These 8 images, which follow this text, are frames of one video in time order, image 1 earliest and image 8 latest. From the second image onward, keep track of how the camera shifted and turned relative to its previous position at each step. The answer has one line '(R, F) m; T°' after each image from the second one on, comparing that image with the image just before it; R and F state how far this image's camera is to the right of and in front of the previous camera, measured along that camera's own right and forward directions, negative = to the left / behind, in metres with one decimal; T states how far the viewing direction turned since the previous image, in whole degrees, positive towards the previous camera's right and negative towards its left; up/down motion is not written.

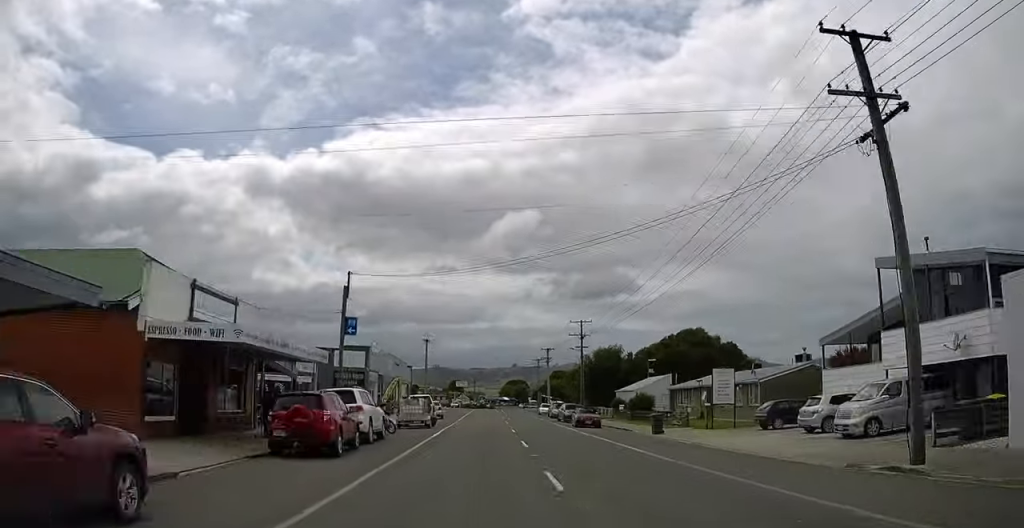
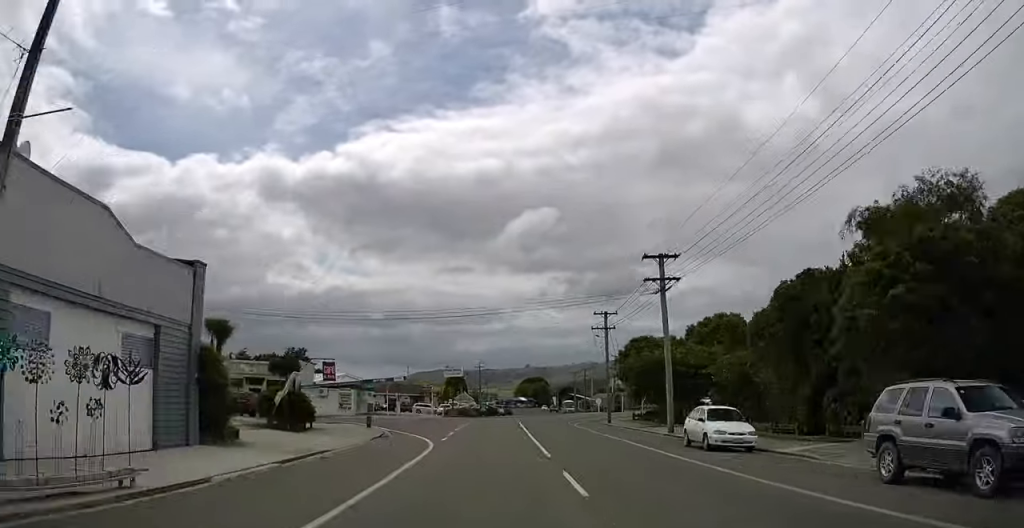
(-0.5, +56.7) m; +3°
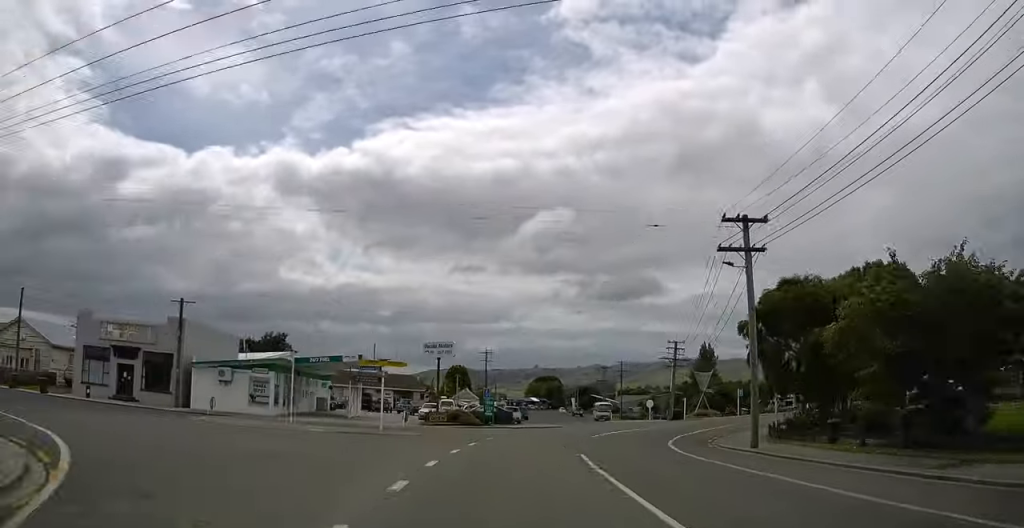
(-0.9, +27.7) m; +9°
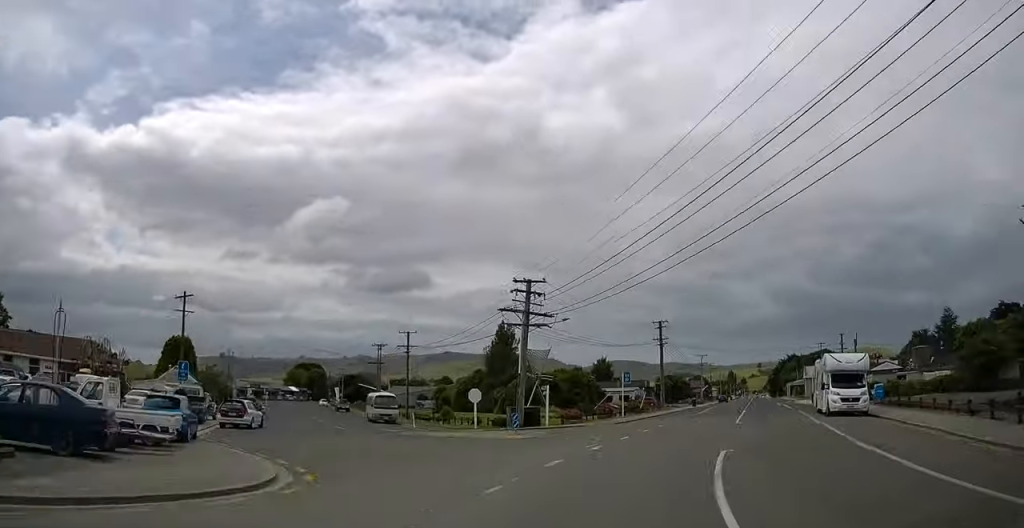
(+6.3, +34.6) m; +18°
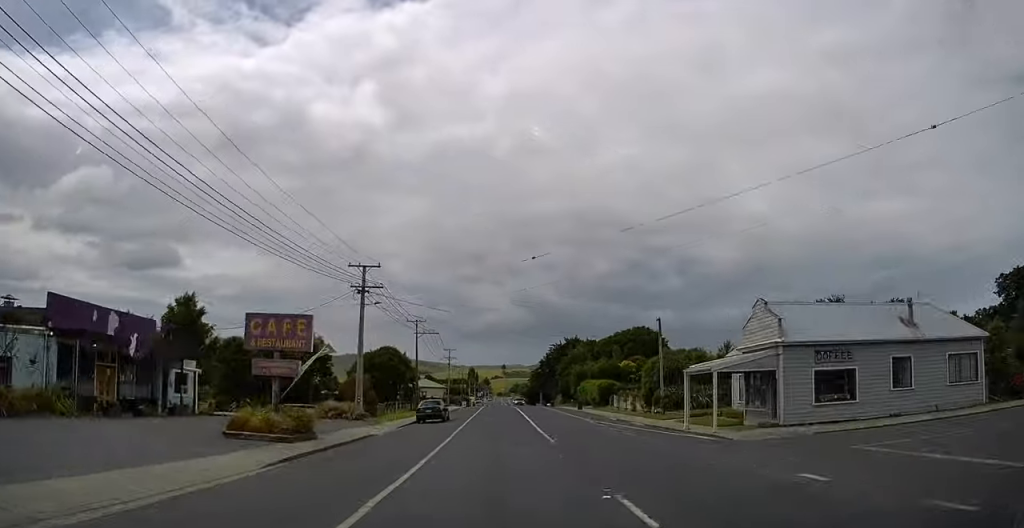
(+20.1, +90.8) m; +13°
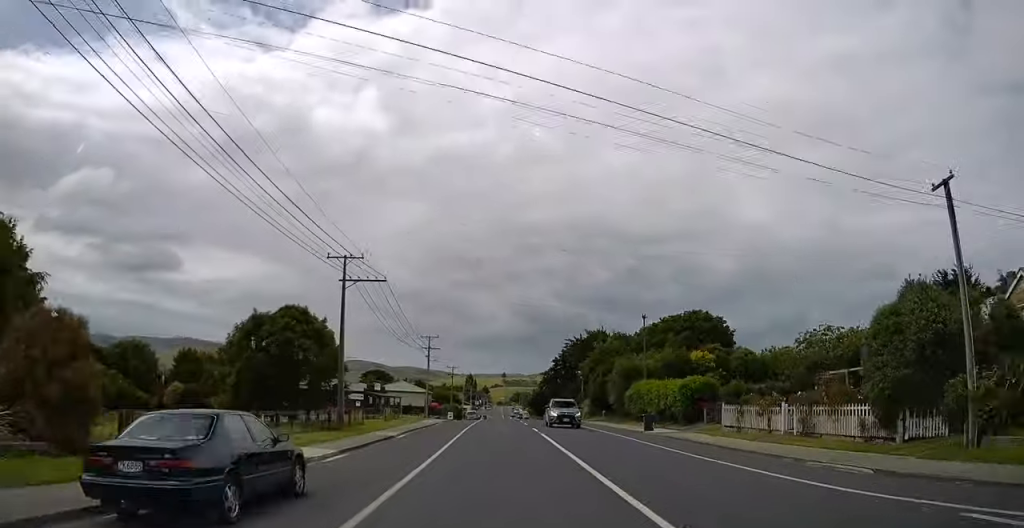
(-0.3, +30.0) m; 0°
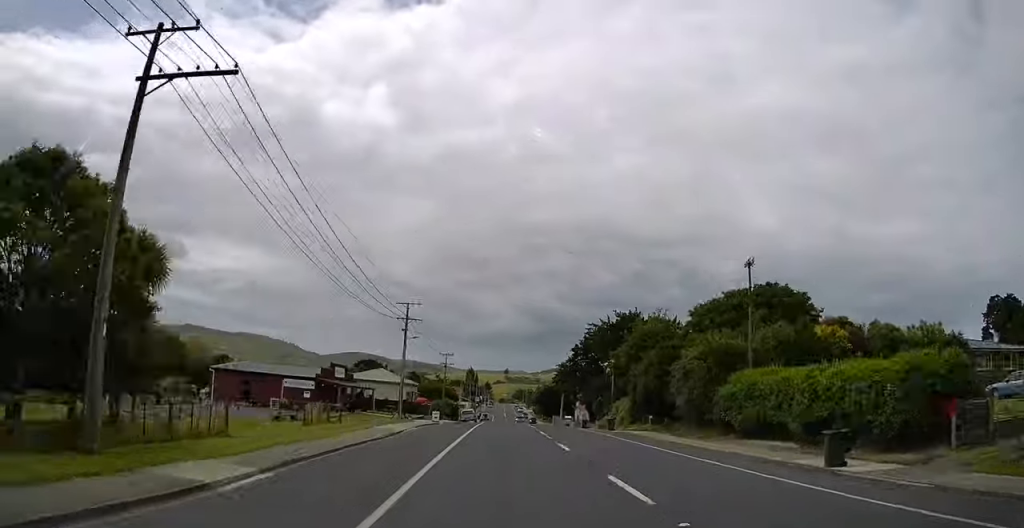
(-0.1, +19.8) m; 0°
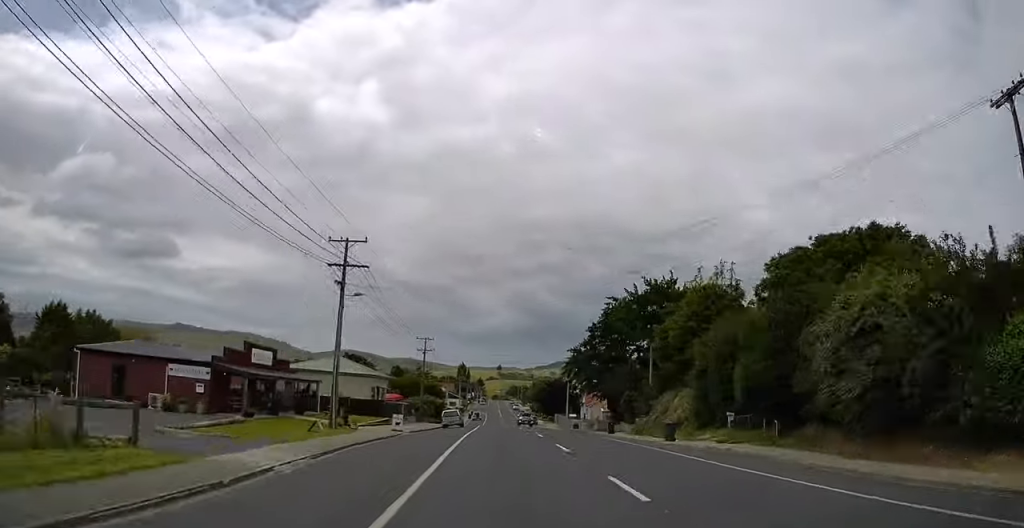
(+0.1, +17.9) m; 0°
